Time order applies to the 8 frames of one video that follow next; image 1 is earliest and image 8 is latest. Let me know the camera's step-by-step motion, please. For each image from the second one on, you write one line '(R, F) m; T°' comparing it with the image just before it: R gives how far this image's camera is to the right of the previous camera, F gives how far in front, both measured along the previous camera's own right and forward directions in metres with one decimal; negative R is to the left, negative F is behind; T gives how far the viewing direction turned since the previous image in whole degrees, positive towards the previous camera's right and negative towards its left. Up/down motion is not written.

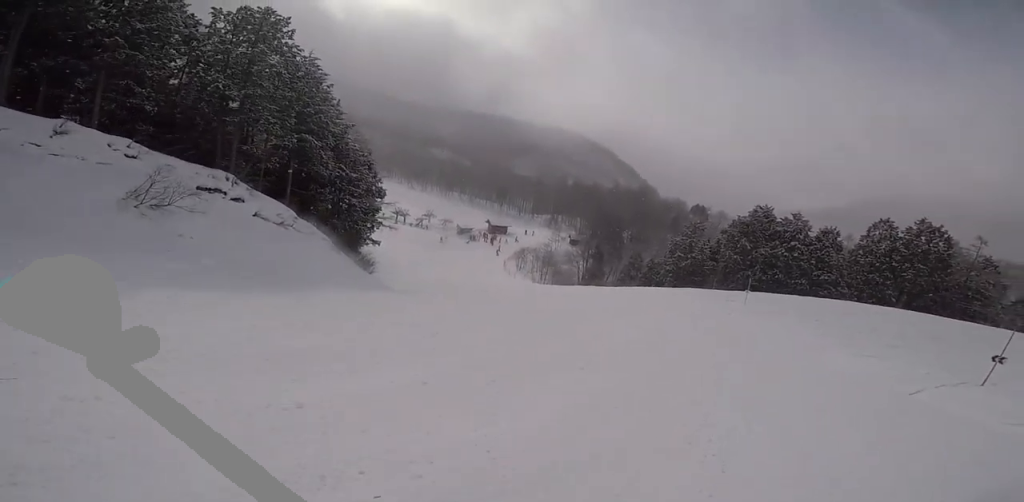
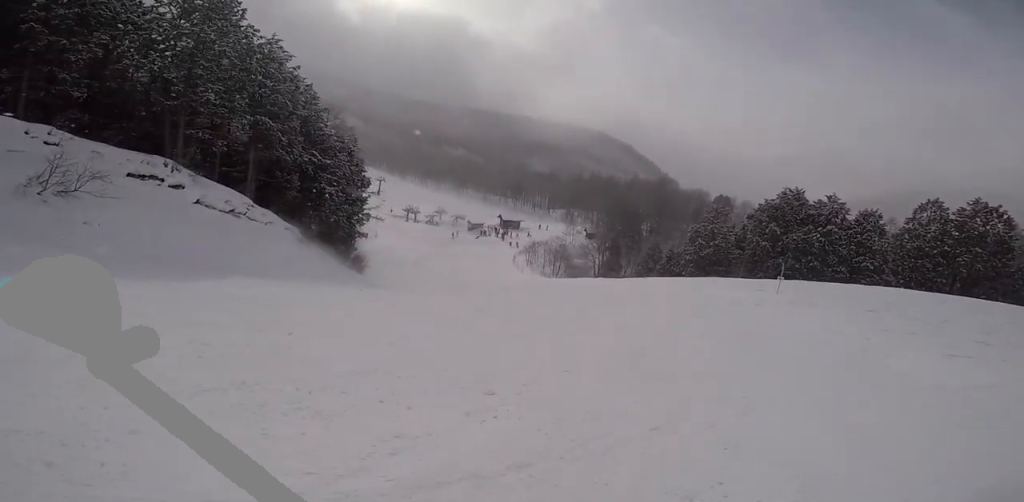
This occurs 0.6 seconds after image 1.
(-0.1, +5.1) m; -6°
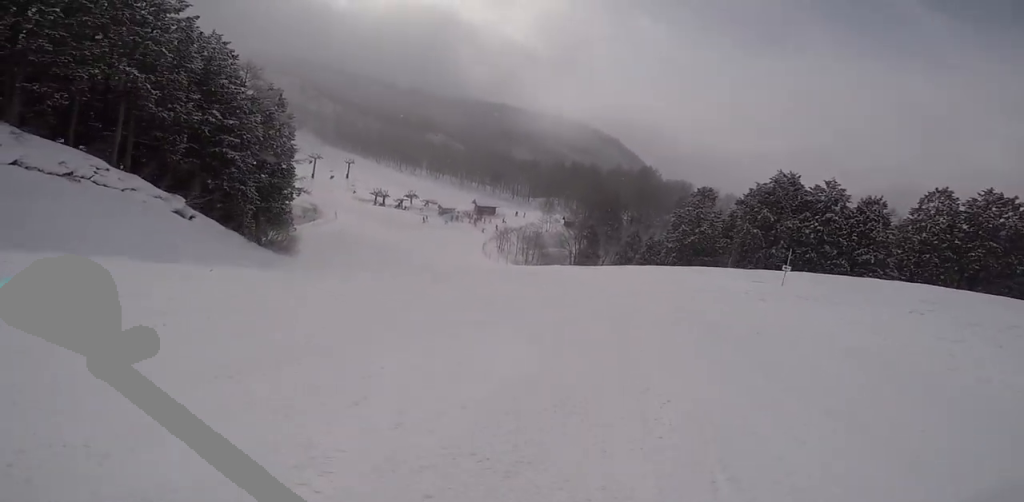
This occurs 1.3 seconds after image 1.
(-0.6, +6.4) m; -14°
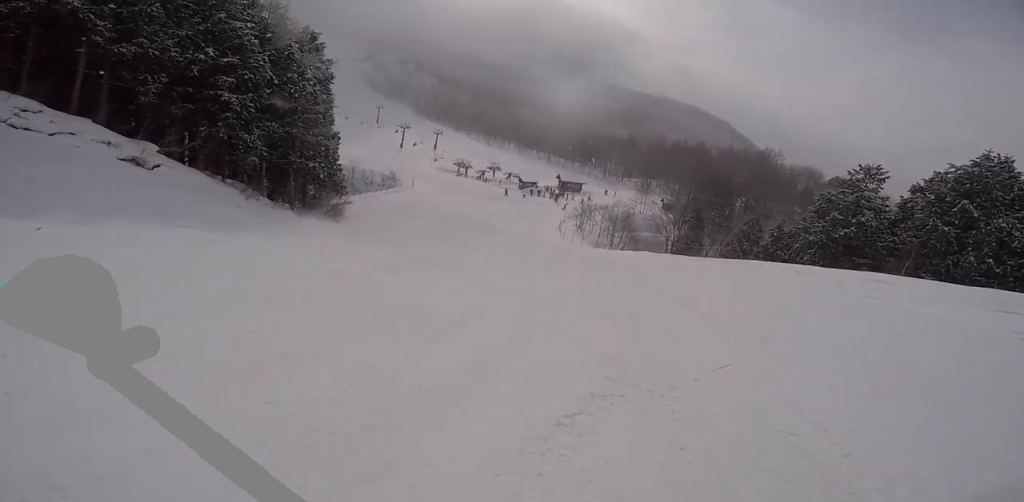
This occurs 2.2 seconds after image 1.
(-1.5, +8.3) m; -22°
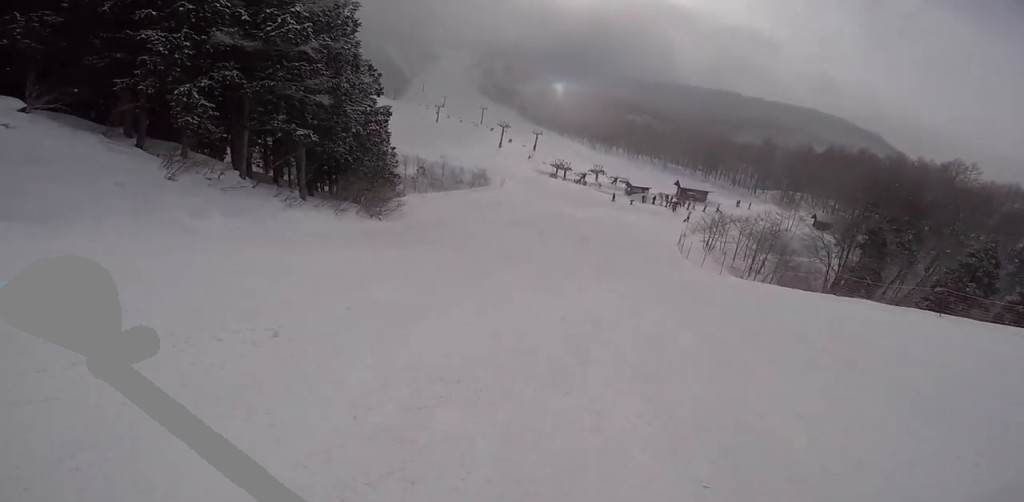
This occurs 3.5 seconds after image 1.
(-3.2, +11.6) m; -18°
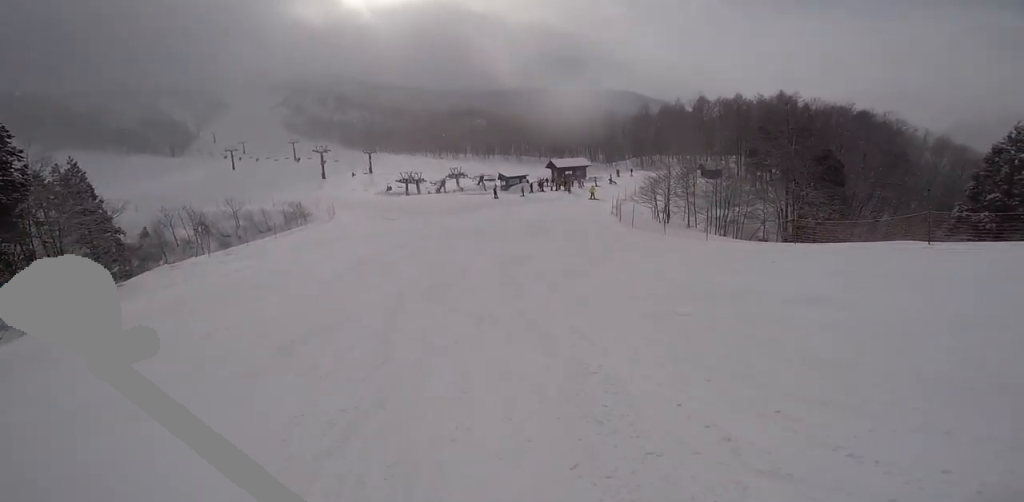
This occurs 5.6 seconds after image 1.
(+2.7, +20.1) m; +22°
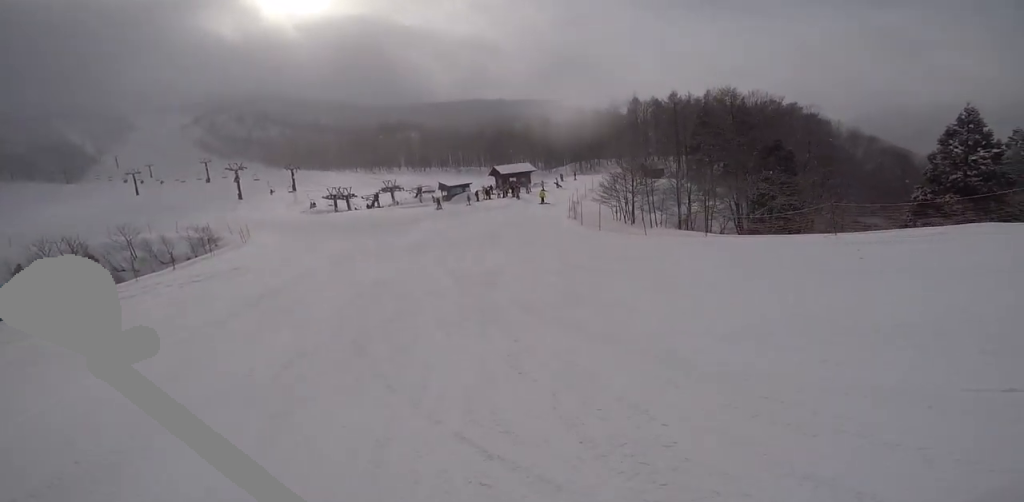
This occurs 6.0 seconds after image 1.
(+0.4, +4.1) m; +4°
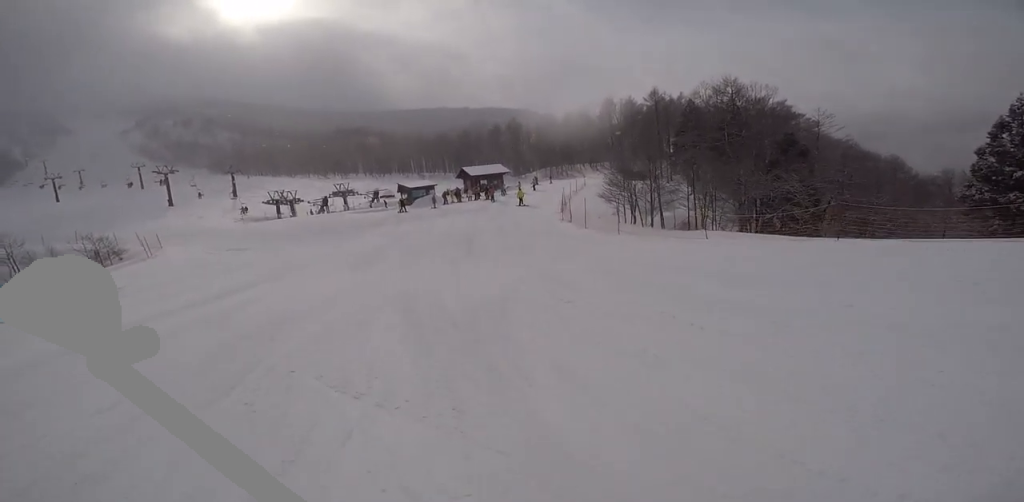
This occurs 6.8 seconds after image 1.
(+0.6, +6.9) m; +5°
